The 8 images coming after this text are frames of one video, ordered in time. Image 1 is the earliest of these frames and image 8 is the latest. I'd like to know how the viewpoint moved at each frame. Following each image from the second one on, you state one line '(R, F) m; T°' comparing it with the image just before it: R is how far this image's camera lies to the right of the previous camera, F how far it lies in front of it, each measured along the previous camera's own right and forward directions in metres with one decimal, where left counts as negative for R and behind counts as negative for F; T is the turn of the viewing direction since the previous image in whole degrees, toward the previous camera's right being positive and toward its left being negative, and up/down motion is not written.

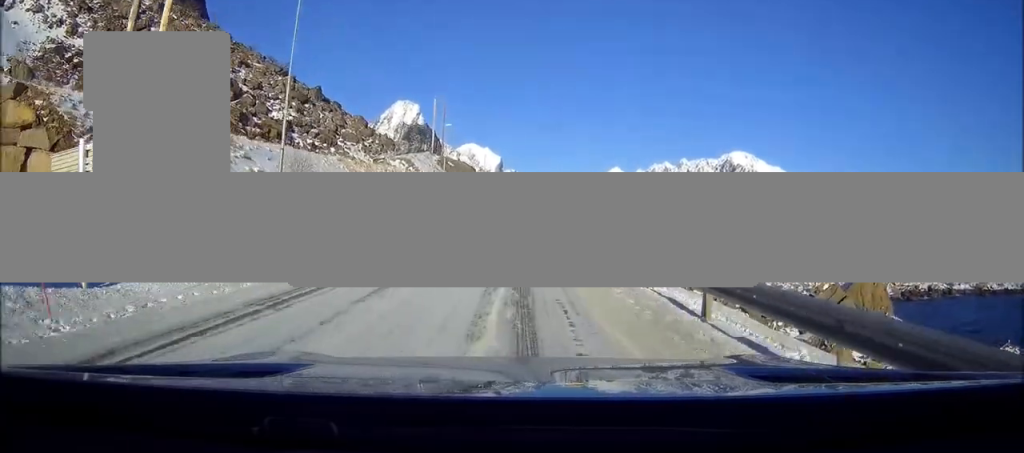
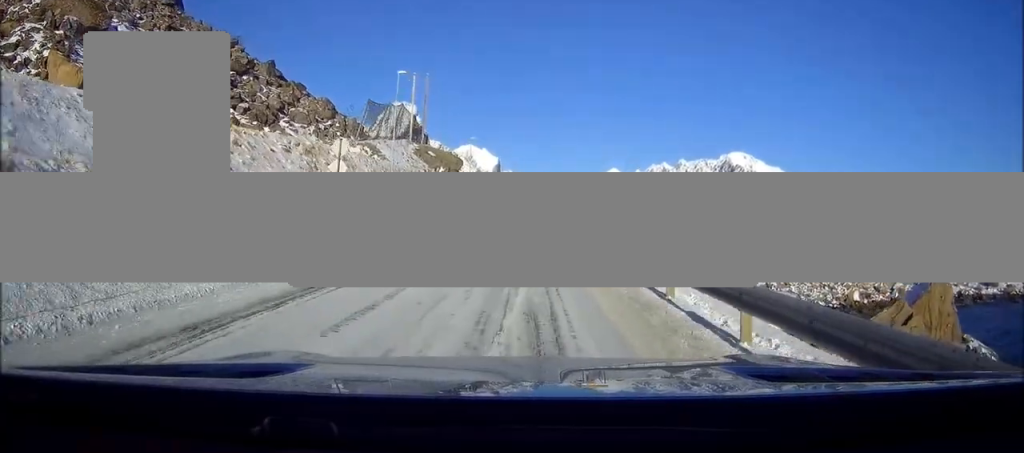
(+0.1, +24.0) m; +1°
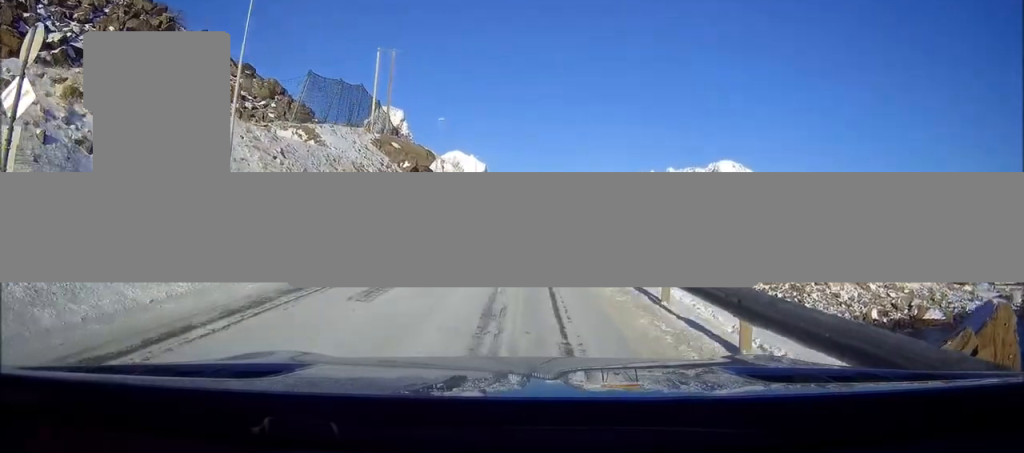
(+0.2, +19.9) m; +1°
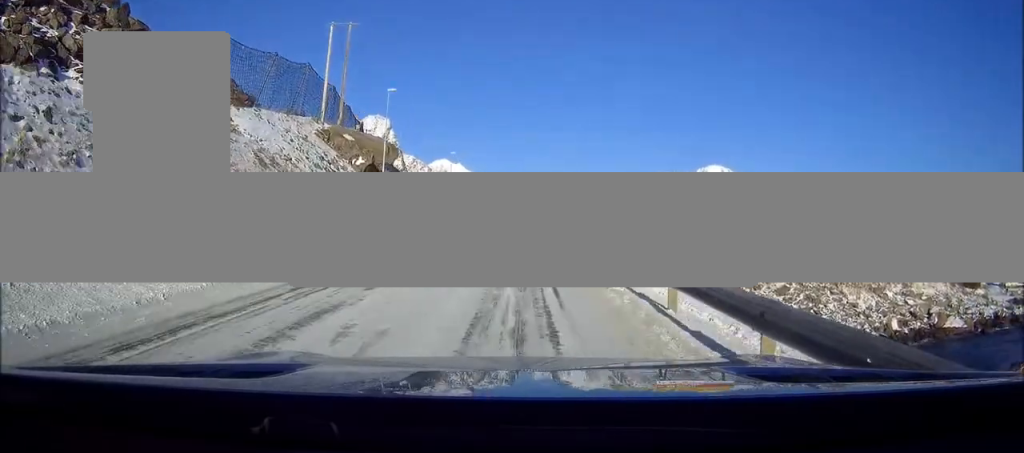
(+0.2, +16.6) m; +1°
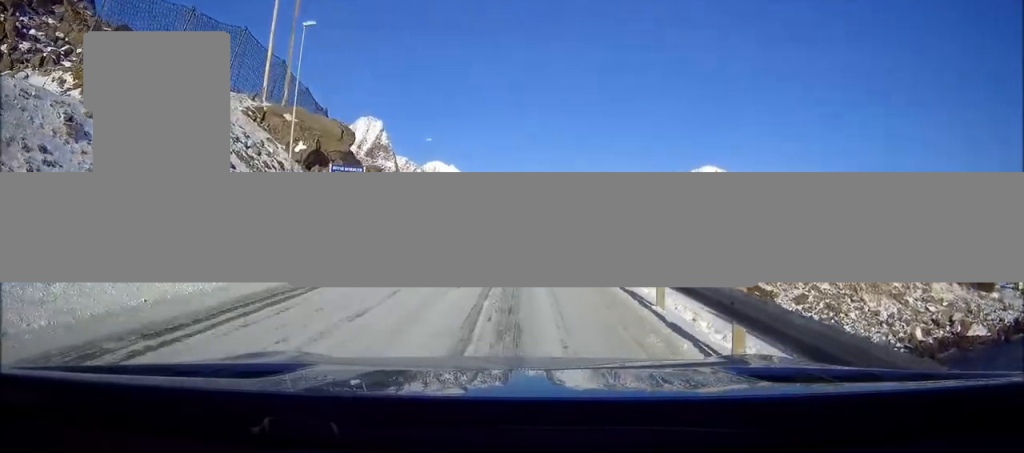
(+0.1, +15.1) m; +1°
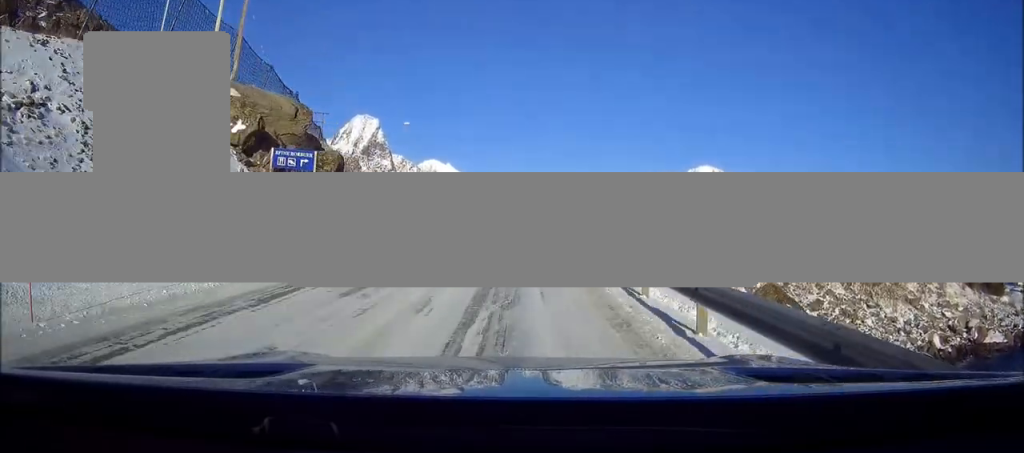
(0.0, +10.2) m; 0°
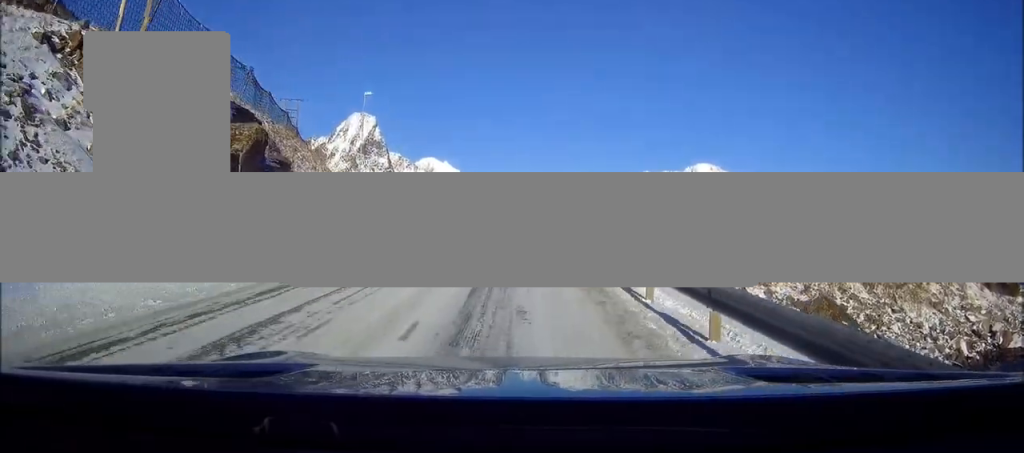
(+0.1, +12.5) m; 0°
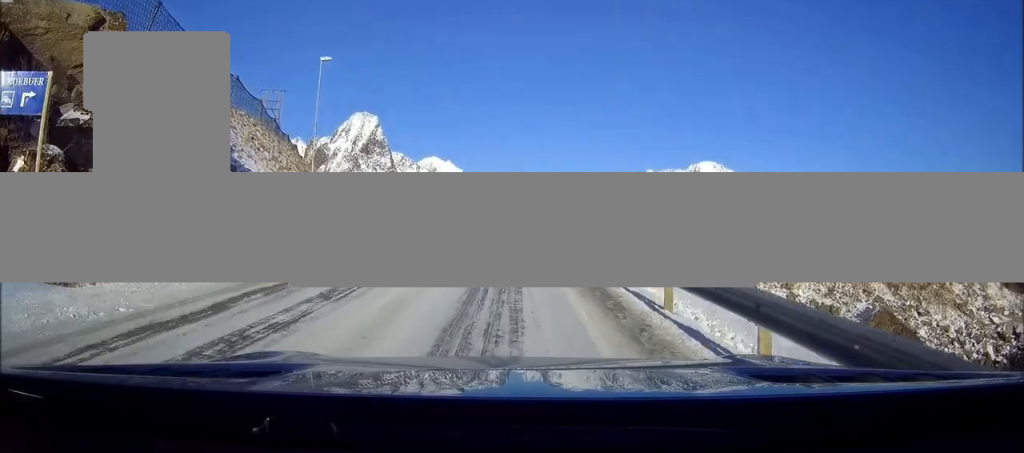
(-0.1, +9.4) m; -1°
